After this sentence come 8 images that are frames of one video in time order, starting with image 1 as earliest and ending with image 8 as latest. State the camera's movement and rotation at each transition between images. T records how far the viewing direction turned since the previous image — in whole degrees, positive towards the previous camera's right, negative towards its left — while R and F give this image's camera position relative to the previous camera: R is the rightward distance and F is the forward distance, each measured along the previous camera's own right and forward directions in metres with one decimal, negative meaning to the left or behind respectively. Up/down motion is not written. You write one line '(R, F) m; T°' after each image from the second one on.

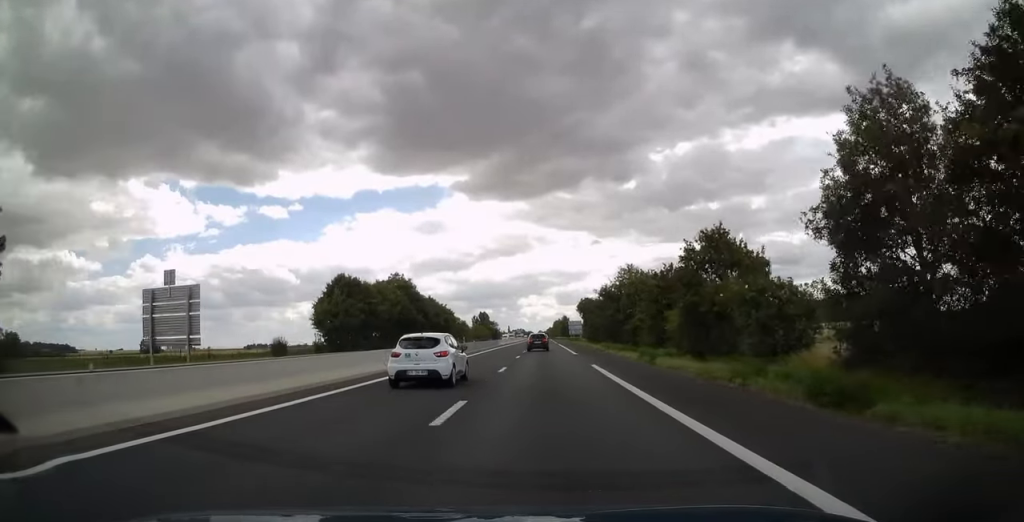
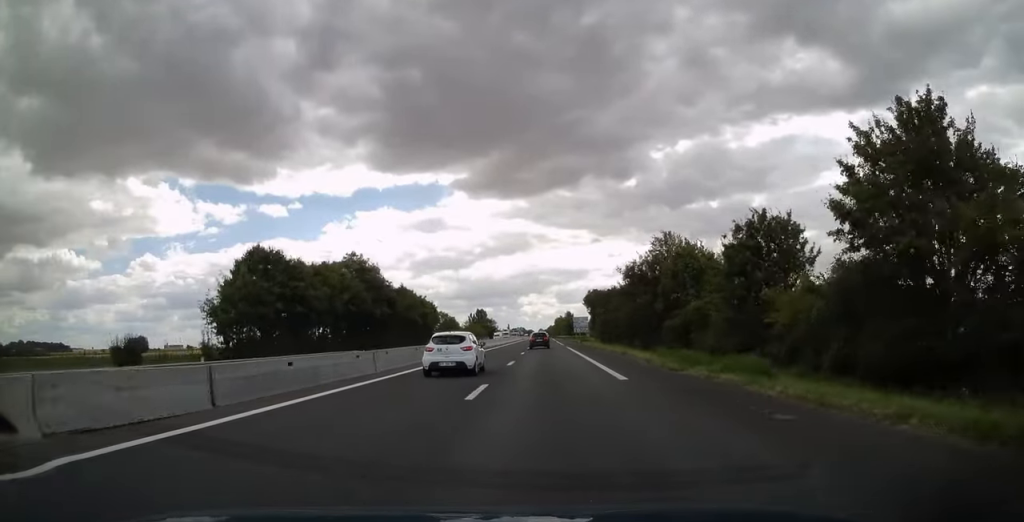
(0.0, +23.5) m; 0°
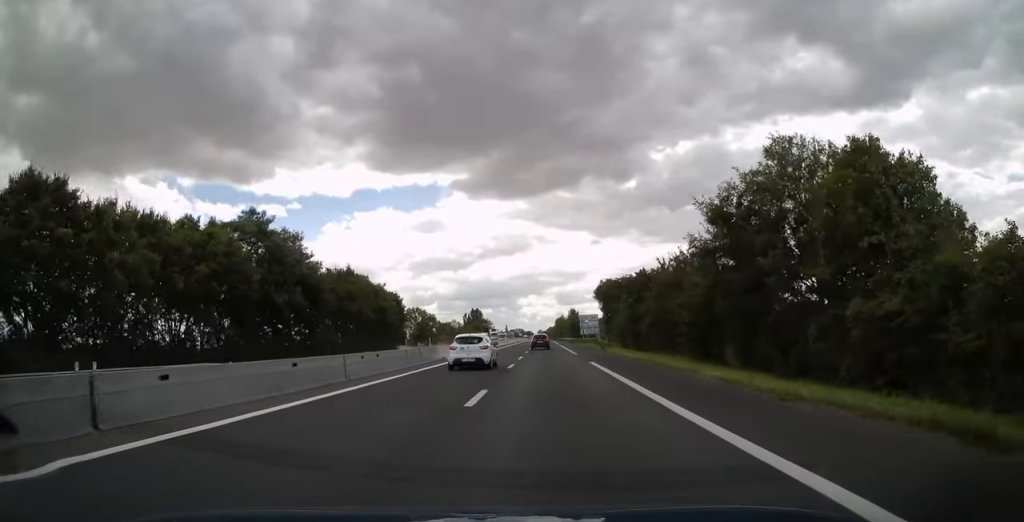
(+0.2, +28.2) m; 0°
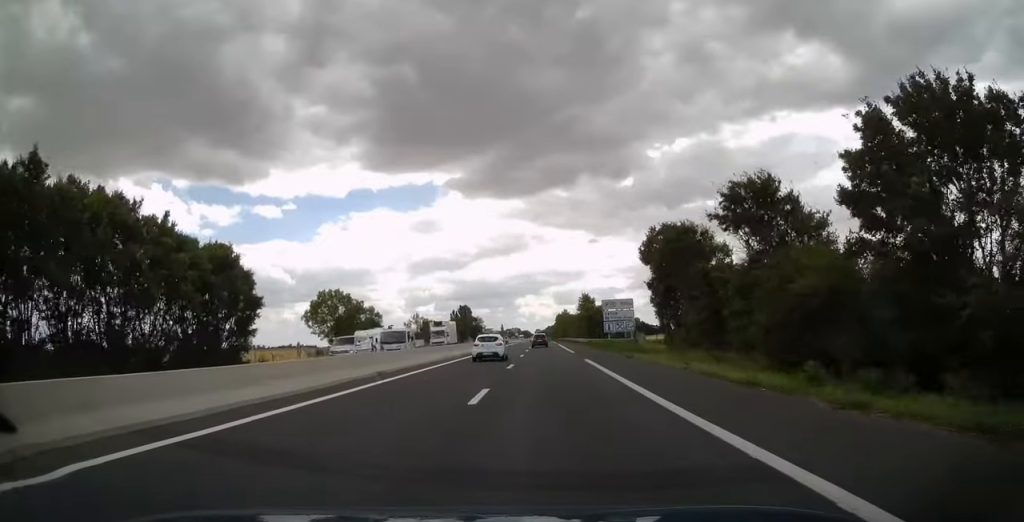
(-0.3, +49.3) m; 0°
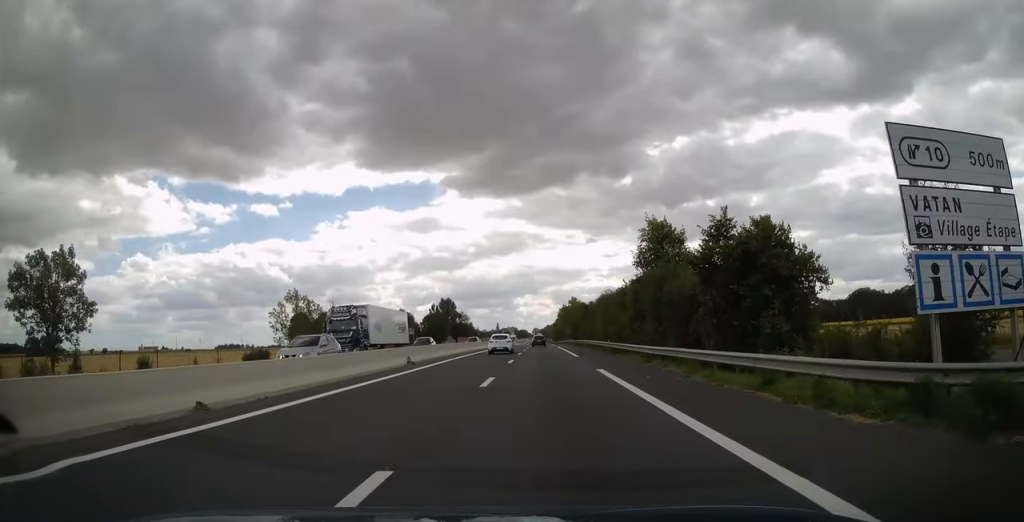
(0.0, +61.3) m; 0°
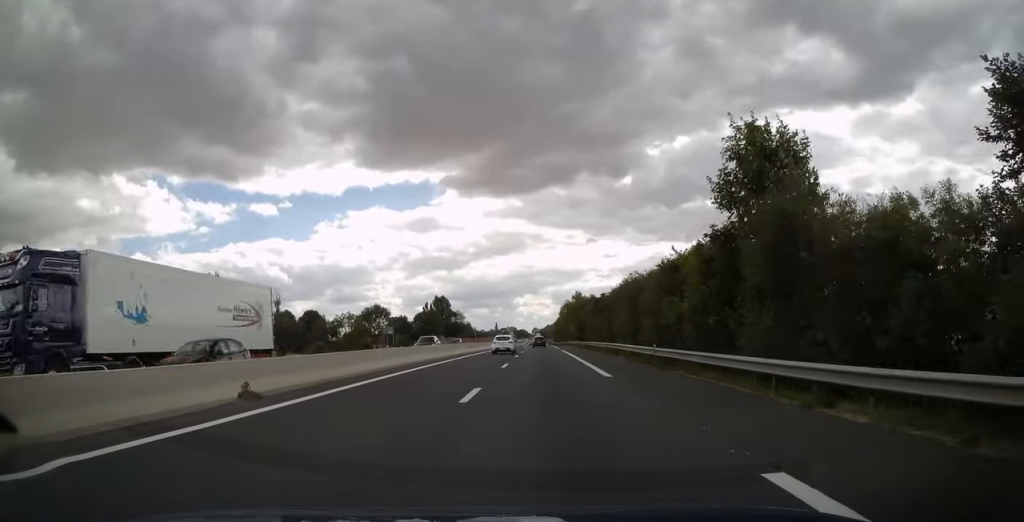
(0.0, +16.7) m; 0°
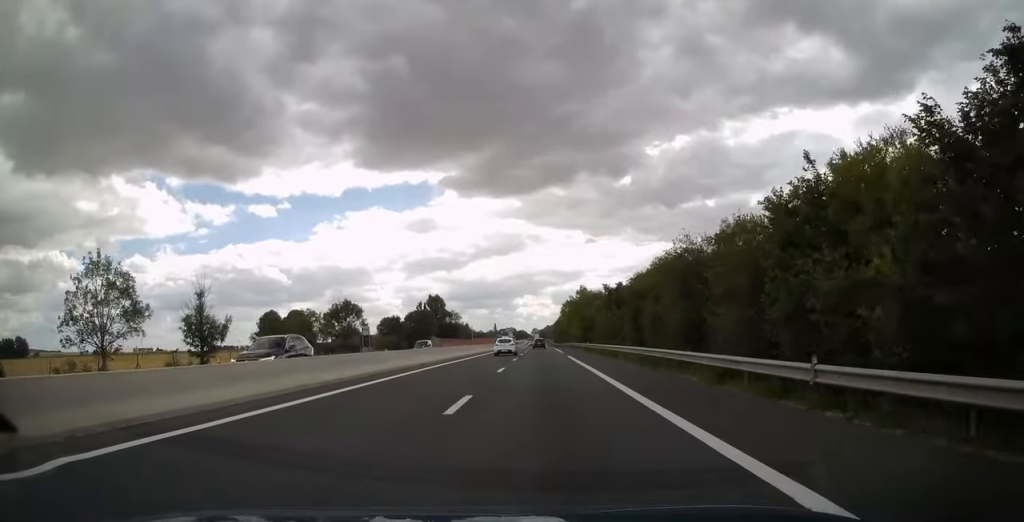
(+0.2, +14.5) m; 0°
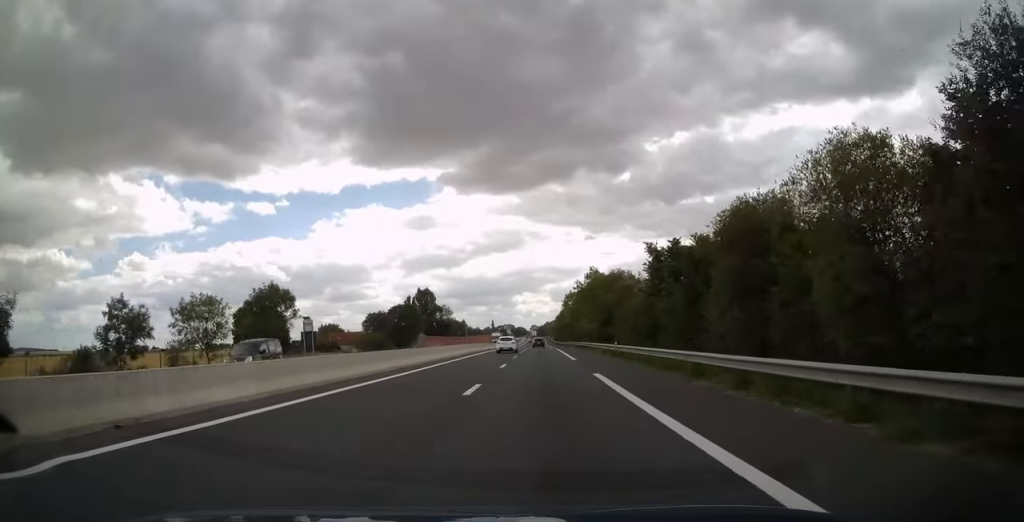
(+0.1, +22.5) m; 0°
